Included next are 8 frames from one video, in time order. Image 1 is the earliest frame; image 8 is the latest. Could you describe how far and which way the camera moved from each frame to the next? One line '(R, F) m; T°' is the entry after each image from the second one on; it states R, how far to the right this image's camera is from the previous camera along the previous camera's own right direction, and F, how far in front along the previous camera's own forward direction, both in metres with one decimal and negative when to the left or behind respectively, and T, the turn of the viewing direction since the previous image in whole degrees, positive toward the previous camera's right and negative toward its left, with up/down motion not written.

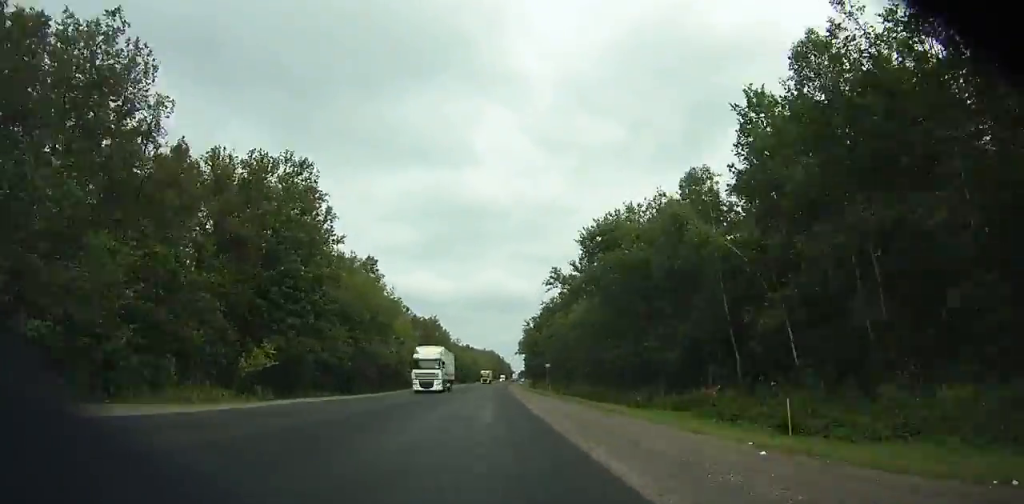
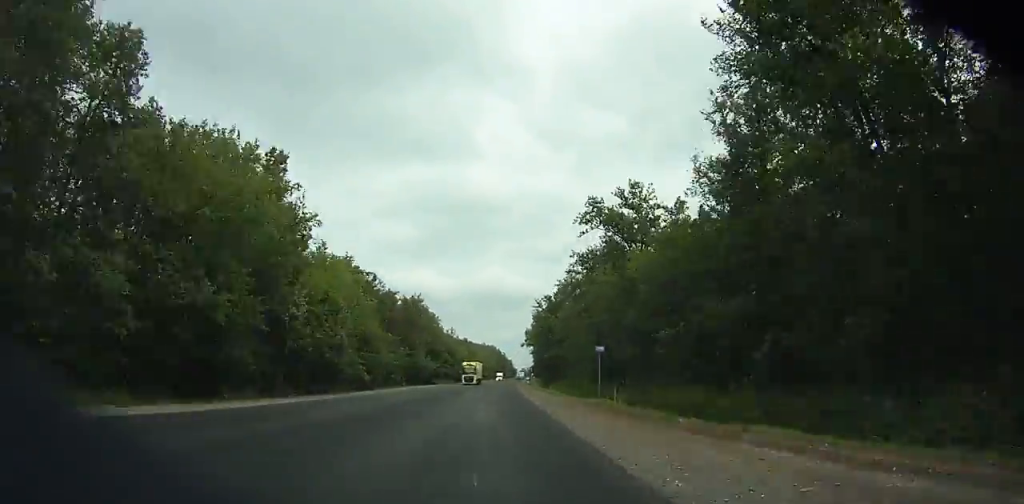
(-0.1, +38.8) m; +1°
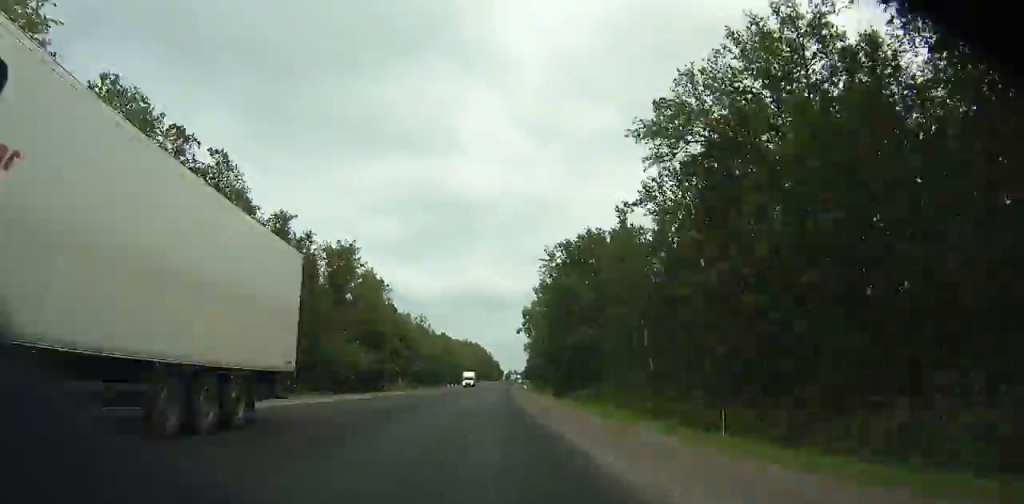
(+1.4, +51.6) m; +1°
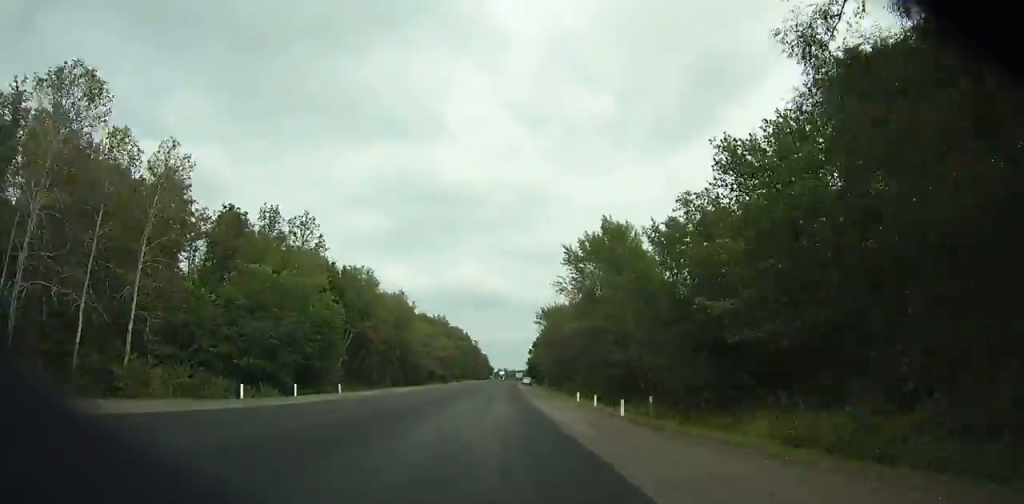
(+0.1, +94.9) m; -3°
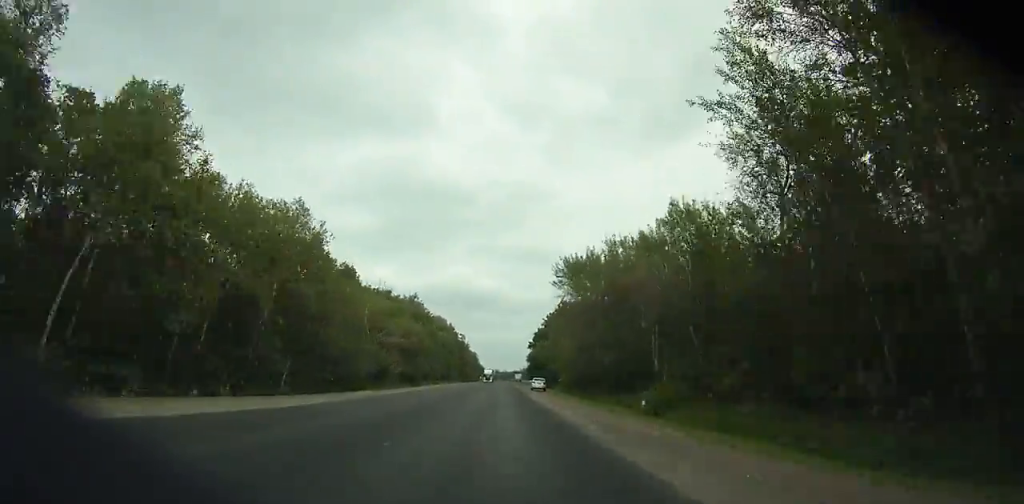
(-0.8, +45.9) m; -8°
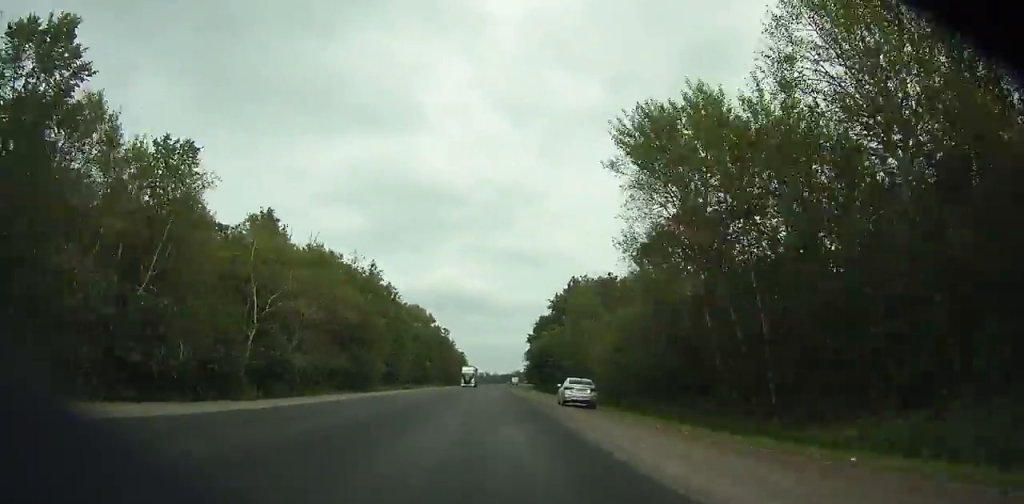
(-0.2, +33.9) m; -2°
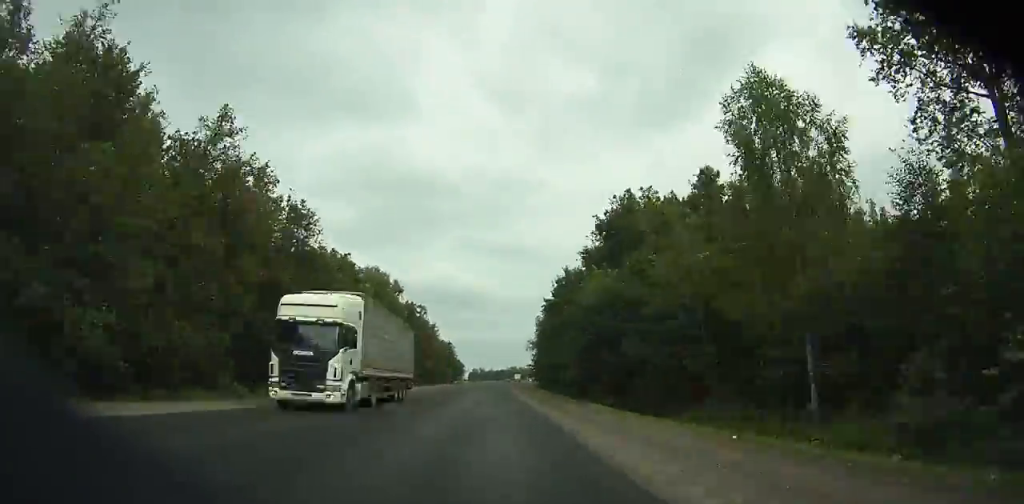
(-11.0, +44.7) m; +9°
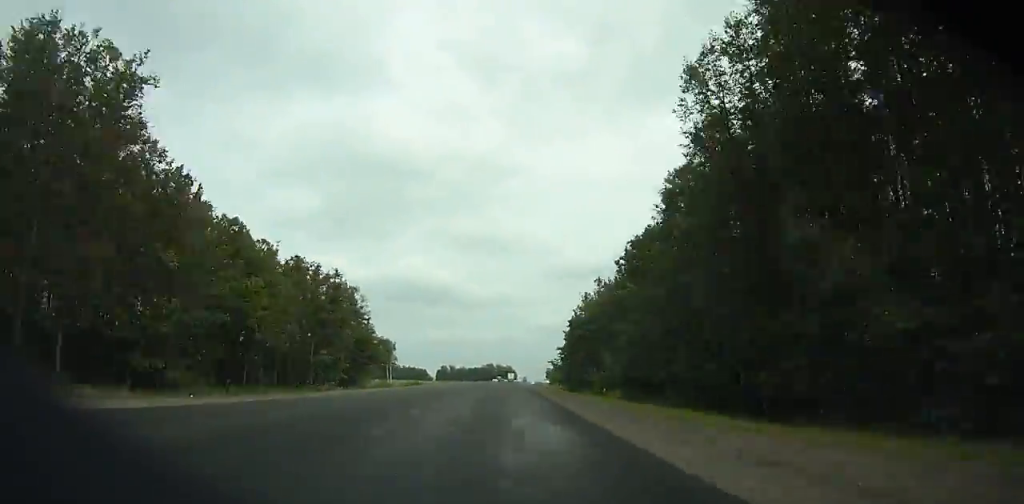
(+36.2, +143.3) m; +11°
